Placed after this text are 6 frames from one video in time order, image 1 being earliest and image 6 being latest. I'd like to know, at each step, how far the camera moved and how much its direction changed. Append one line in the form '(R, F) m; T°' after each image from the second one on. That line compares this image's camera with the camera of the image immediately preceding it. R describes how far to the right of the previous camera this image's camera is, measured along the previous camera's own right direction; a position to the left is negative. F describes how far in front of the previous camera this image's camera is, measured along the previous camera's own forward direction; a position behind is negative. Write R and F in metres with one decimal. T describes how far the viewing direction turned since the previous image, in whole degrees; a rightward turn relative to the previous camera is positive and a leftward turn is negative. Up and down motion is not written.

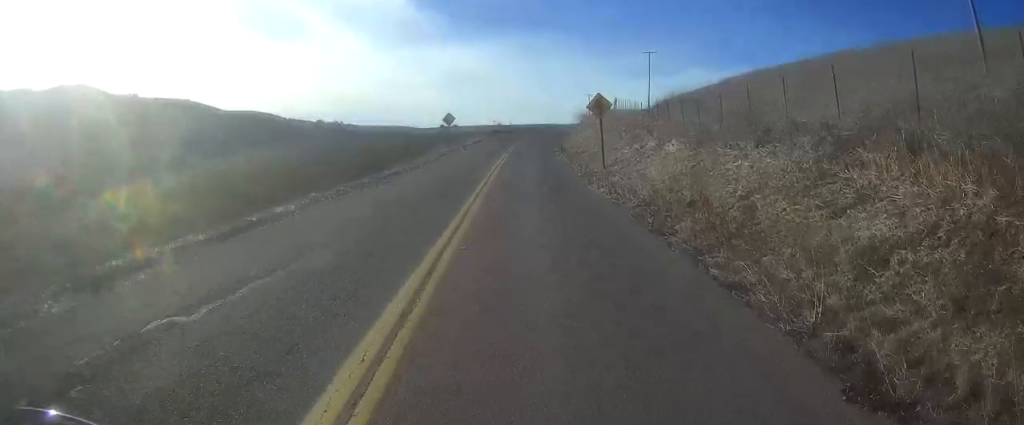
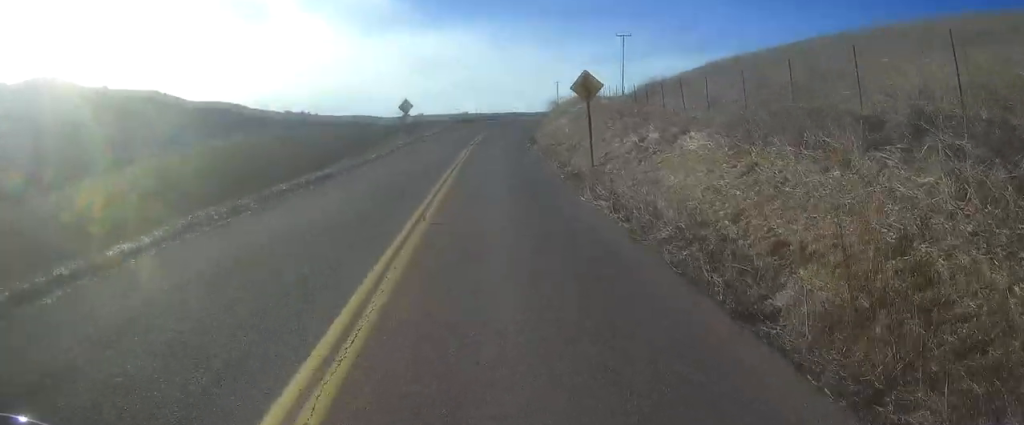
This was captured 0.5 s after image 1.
(+0.1, +6.2) m; -1°
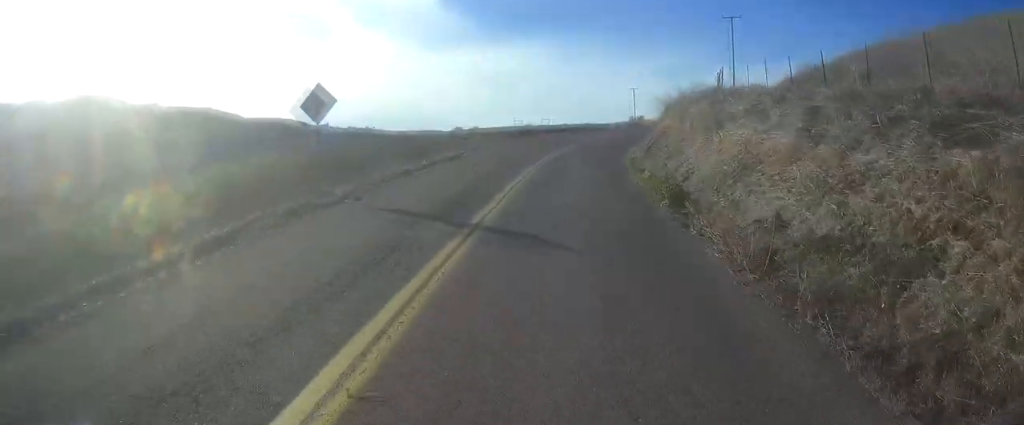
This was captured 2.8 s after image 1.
(+0.2, +29.4) m; 0°
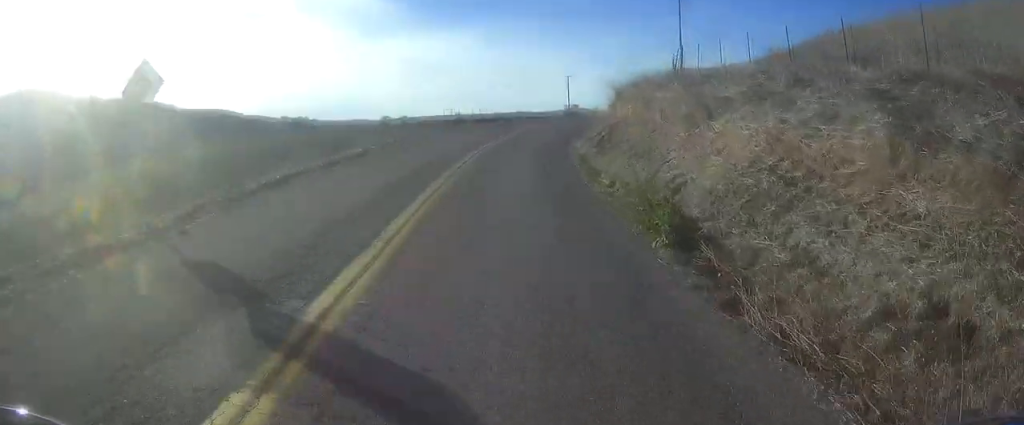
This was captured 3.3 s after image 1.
(-0.1, +5.9) m; -1°
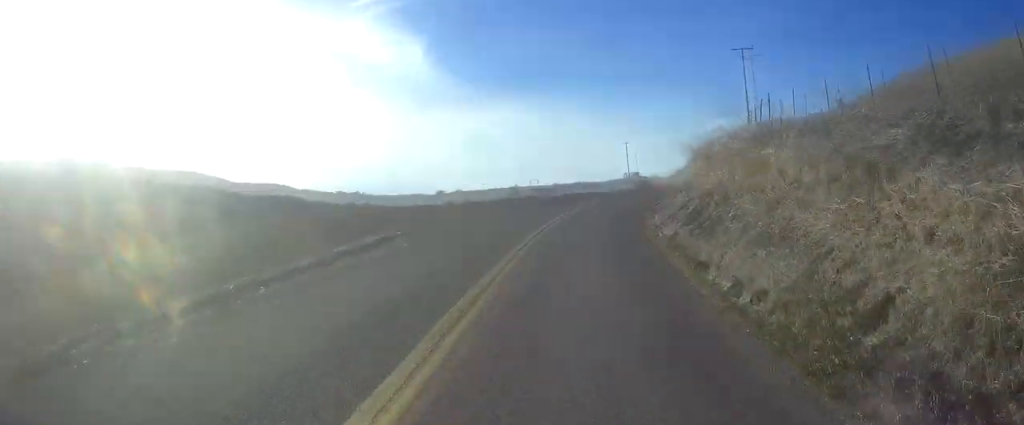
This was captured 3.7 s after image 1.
(-0.1, +6.0) m; 0°
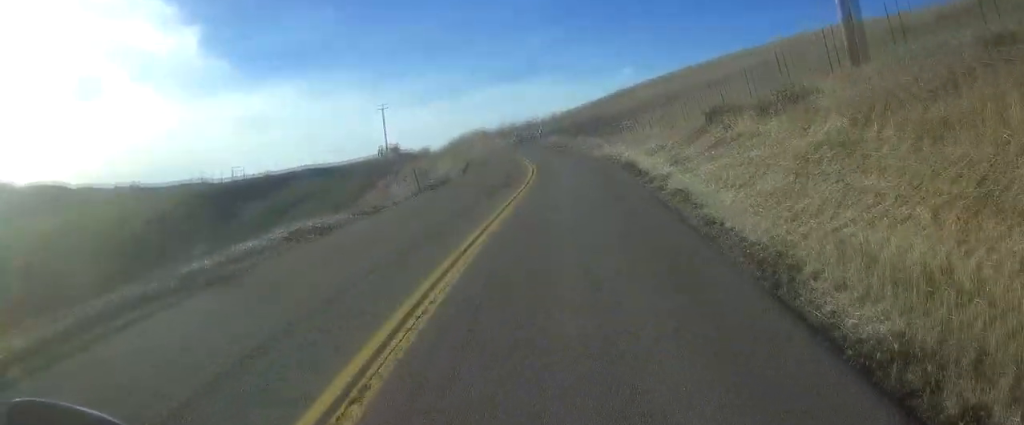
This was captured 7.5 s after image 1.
(+2.7, +53.5) m; +12°
